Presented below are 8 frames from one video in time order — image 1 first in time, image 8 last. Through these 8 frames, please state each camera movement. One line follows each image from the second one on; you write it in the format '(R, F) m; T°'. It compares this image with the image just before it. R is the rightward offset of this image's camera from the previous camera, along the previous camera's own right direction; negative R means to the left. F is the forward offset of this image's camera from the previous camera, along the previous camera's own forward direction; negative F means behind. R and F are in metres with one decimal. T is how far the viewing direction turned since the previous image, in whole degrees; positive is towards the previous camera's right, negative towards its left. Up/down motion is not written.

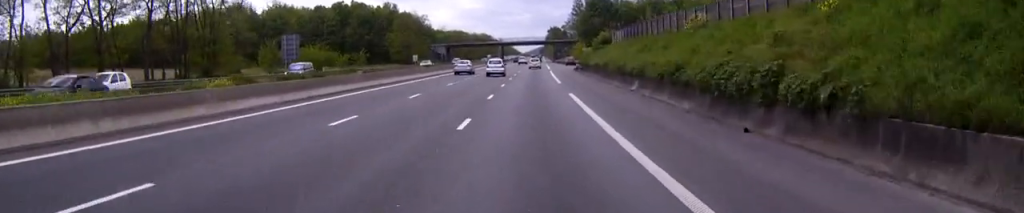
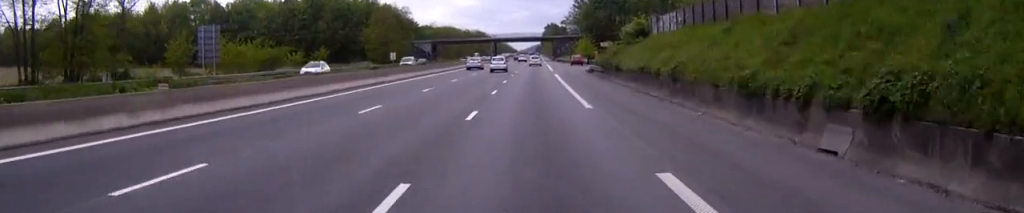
(+0.2, +24.0) m; 0°
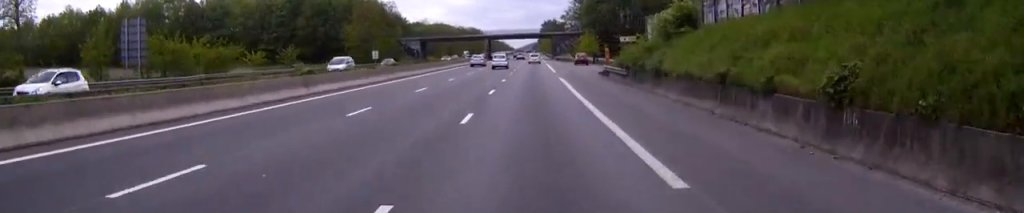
(0.0, +14.4) m; 0°
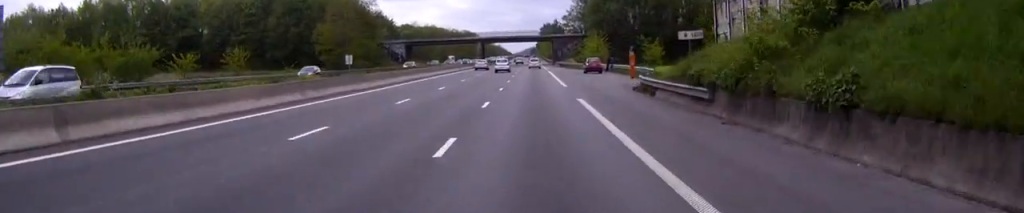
(0.0, +18.3) m; 0°
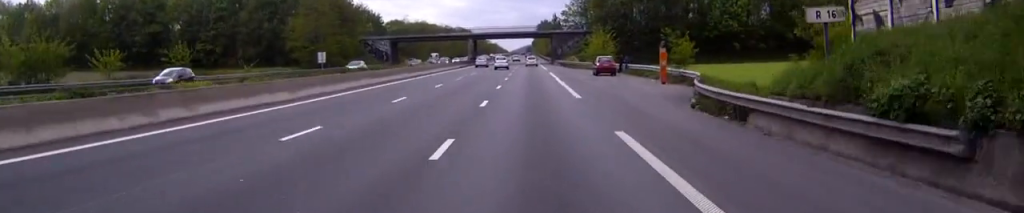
(0.0, +13.5) m; 0°
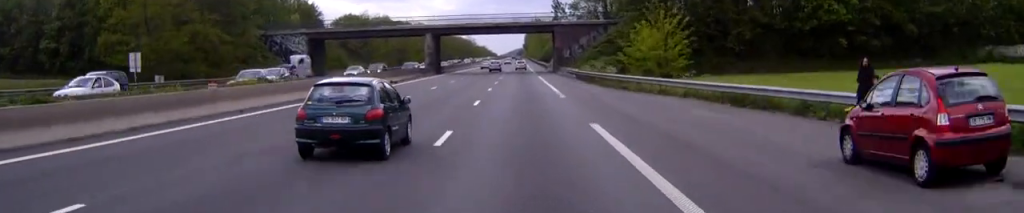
(+0.4, +49.3) m; +1°
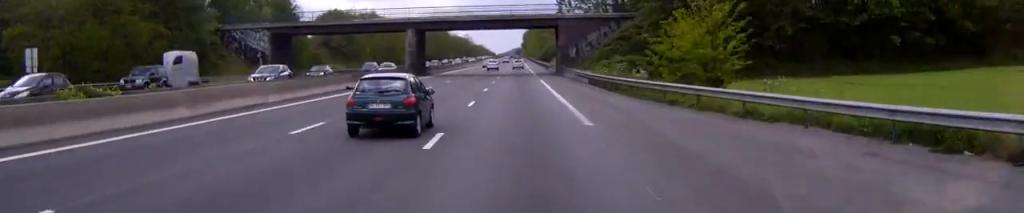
(0.0, +13.5) m; 0°
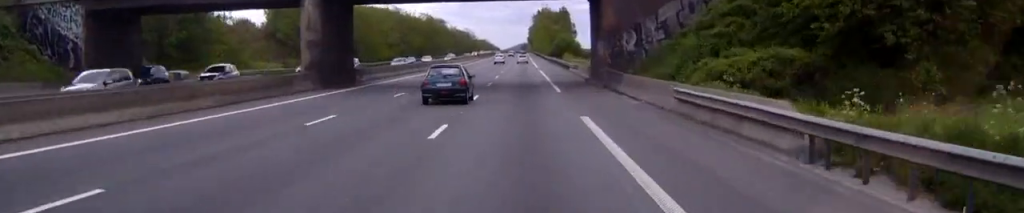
(0.0, +37.2) m; 0°
